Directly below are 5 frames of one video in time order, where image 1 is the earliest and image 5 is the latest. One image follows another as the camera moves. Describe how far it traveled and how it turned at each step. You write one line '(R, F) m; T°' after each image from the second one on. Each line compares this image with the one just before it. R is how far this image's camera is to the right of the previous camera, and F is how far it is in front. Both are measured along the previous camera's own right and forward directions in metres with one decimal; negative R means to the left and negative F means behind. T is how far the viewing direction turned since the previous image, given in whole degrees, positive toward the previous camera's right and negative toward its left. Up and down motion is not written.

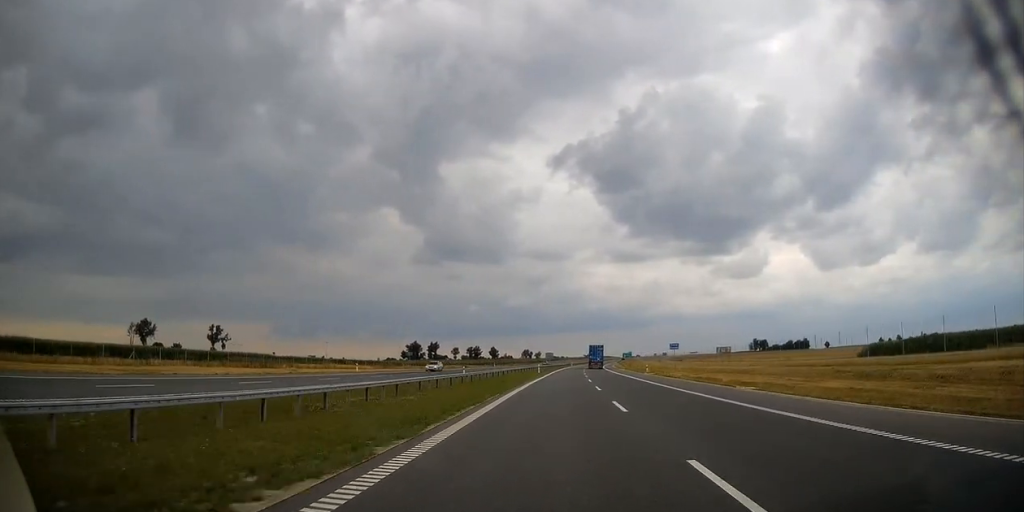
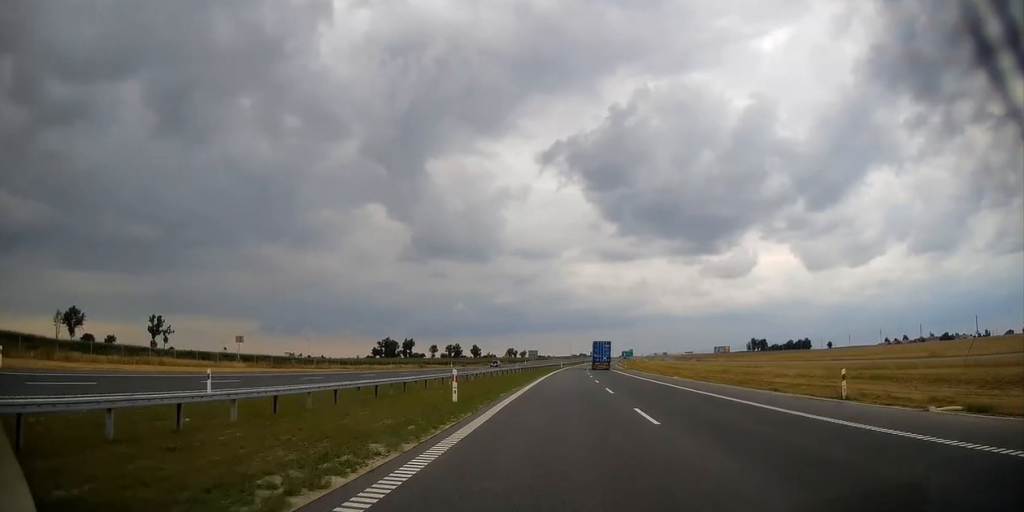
(+0.5, +51.8) m; +1°
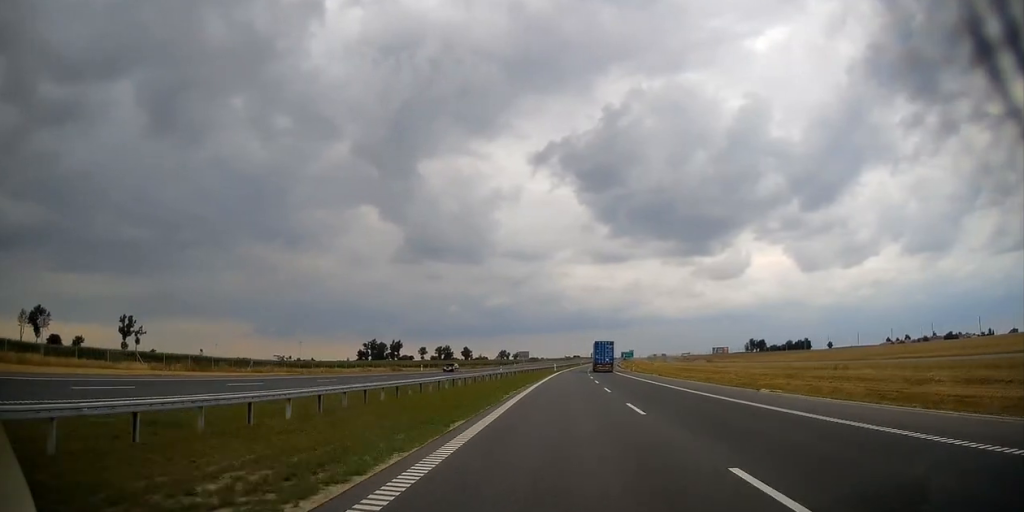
(+0.1, +20.2) m; +1°
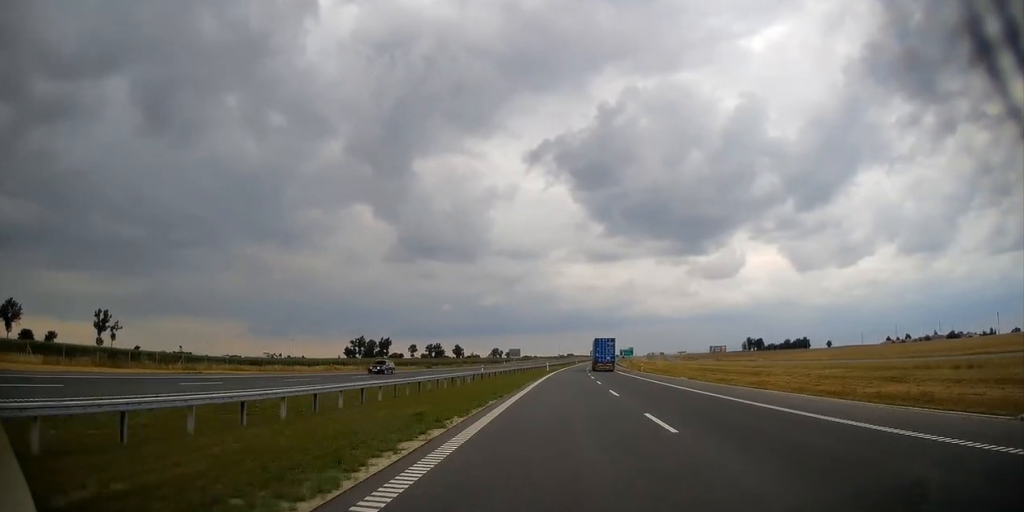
(-0.1, +16.4) m; 0°
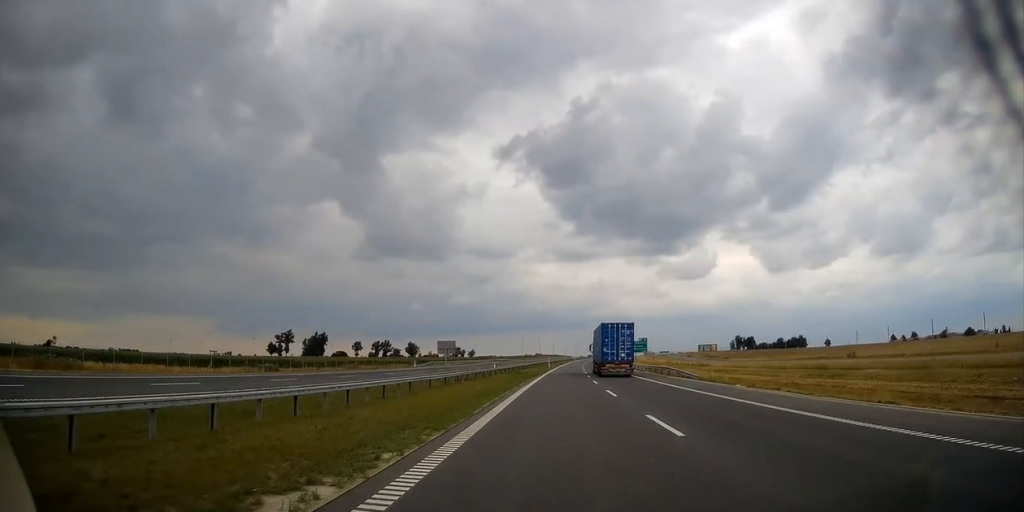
(+2.1, +85.4) m; +3°
